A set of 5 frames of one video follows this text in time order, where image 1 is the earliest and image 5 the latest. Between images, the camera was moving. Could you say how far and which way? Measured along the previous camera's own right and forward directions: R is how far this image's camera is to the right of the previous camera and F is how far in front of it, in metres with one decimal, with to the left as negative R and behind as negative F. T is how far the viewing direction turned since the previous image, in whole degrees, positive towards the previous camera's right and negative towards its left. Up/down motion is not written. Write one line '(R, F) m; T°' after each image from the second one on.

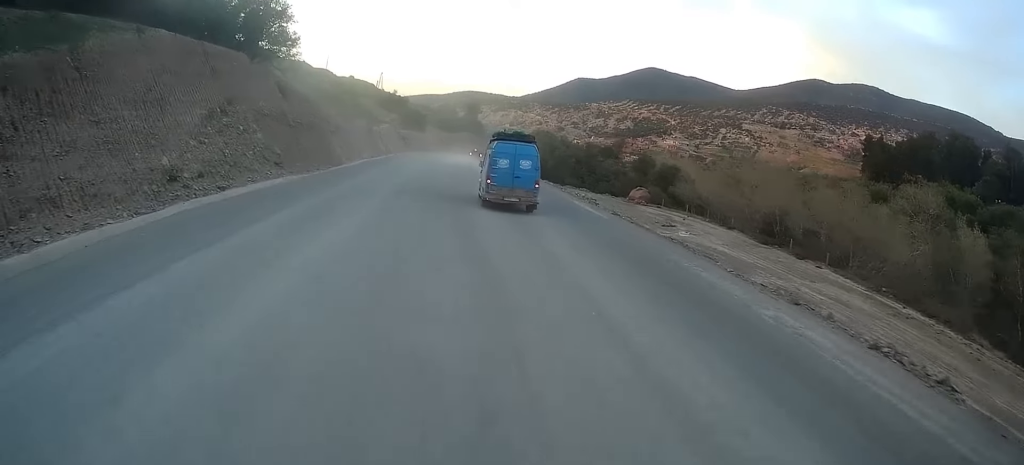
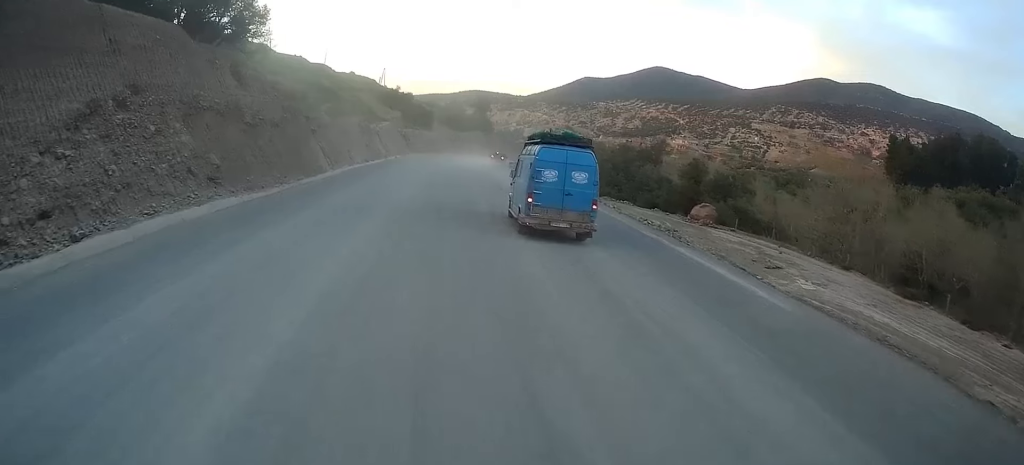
(-0.1, +12.8) m; 0°
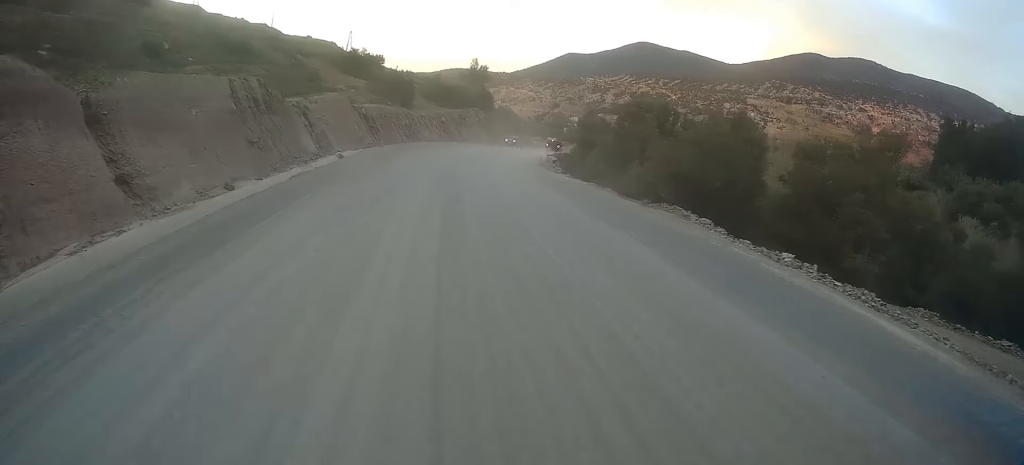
(+0.6, +40.0) m; +4°
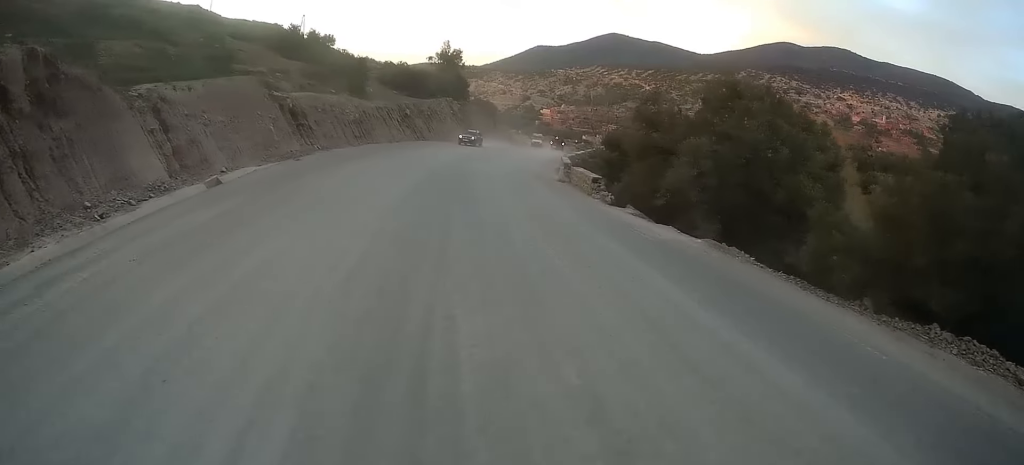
(+1.3, +19.5) m; +5°
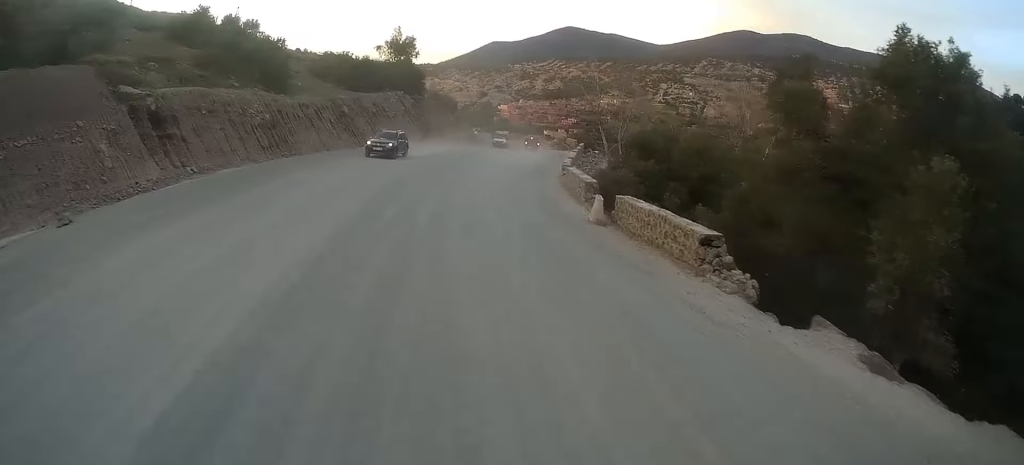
(+0.2, +14.9) m; +3°
